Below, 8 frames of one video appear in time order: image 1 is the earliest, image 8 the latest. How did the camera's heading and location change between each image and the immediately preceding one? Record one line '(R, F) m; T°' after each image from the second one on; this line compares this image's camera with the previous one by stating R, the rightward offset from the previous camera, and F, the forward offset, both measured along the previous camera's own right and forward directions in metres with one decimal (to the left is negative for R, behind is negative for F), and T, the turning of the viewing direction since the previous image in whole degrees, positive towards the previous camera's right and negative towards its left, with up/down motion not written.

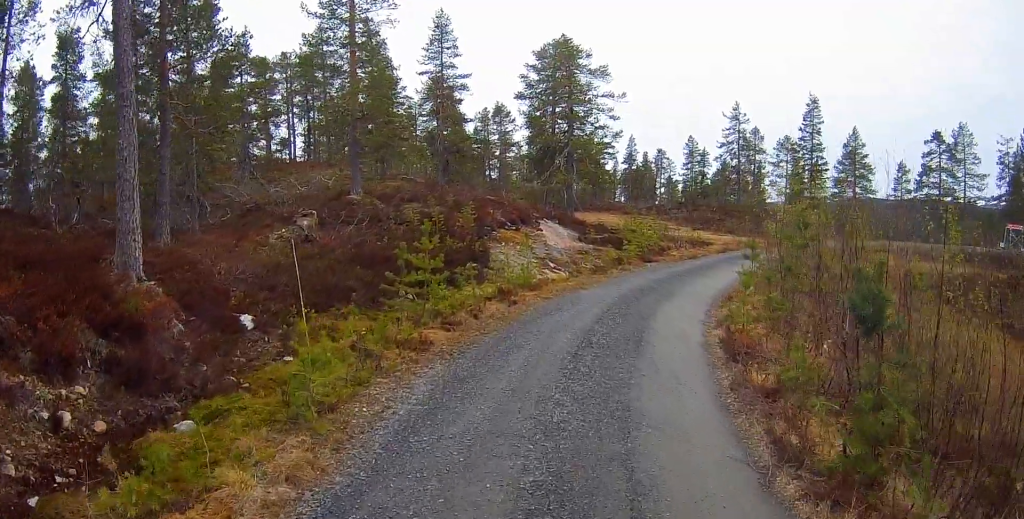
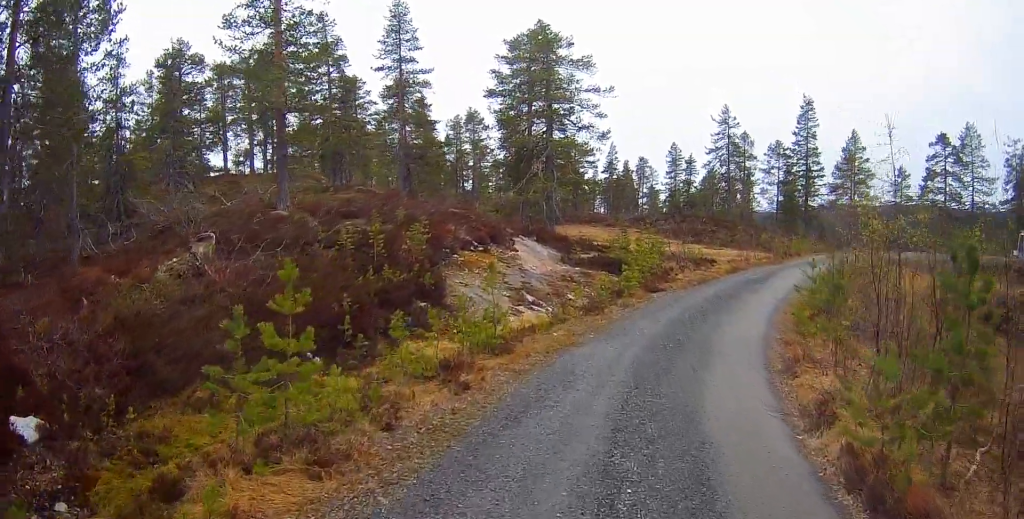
(+0.2, +4.6) m; +2°
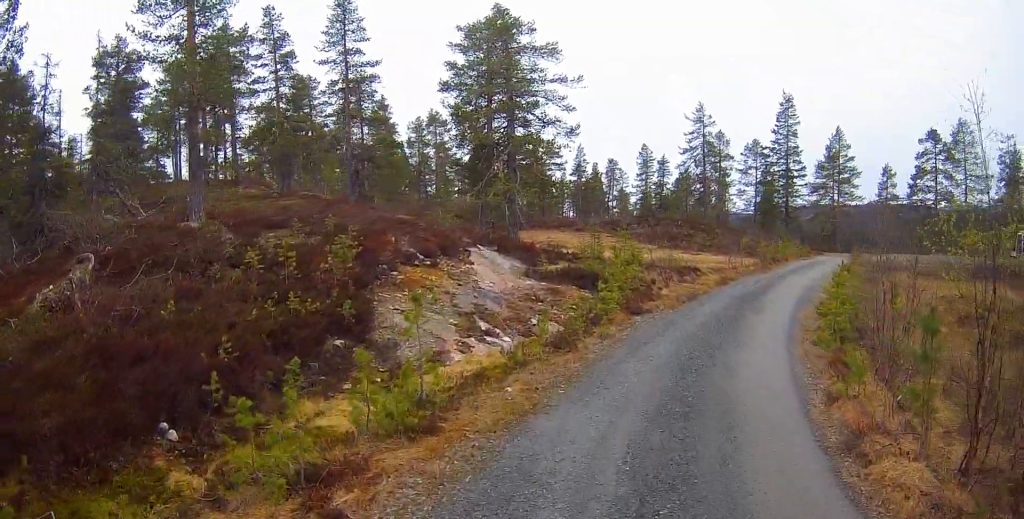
(-0.1, +2.9) m; +2°
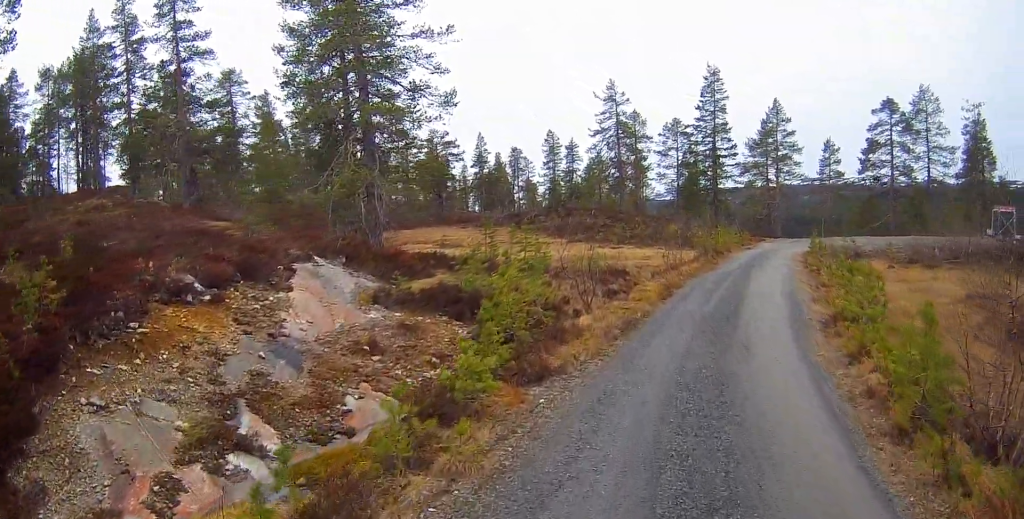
(+0.6, +5.8) m; +10°
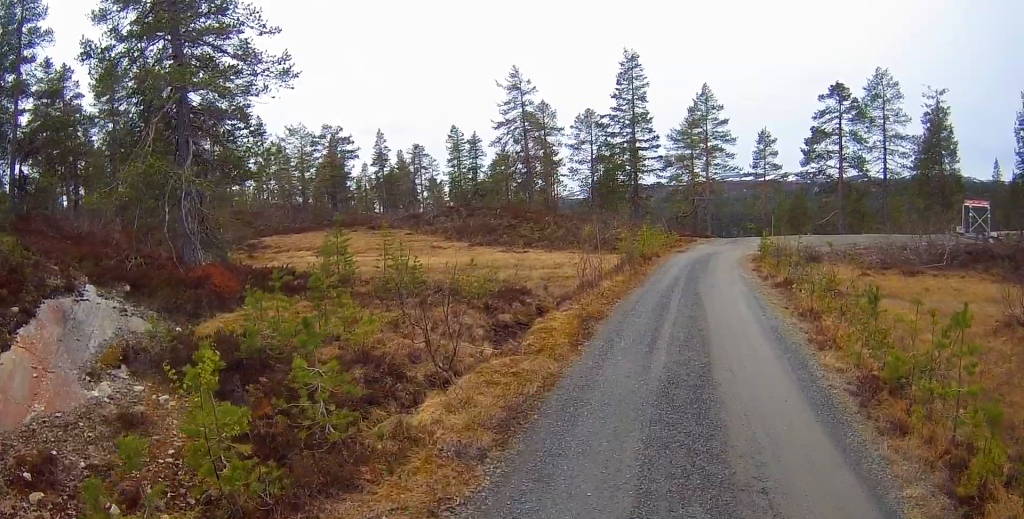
(+0.3, +4.9) m; +8°
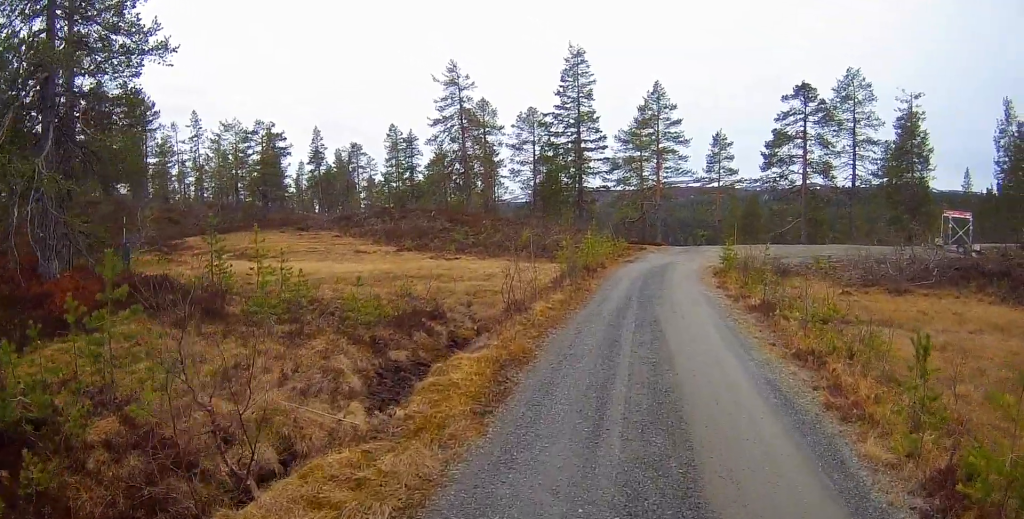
(+0.1, +3.0) m; +4°
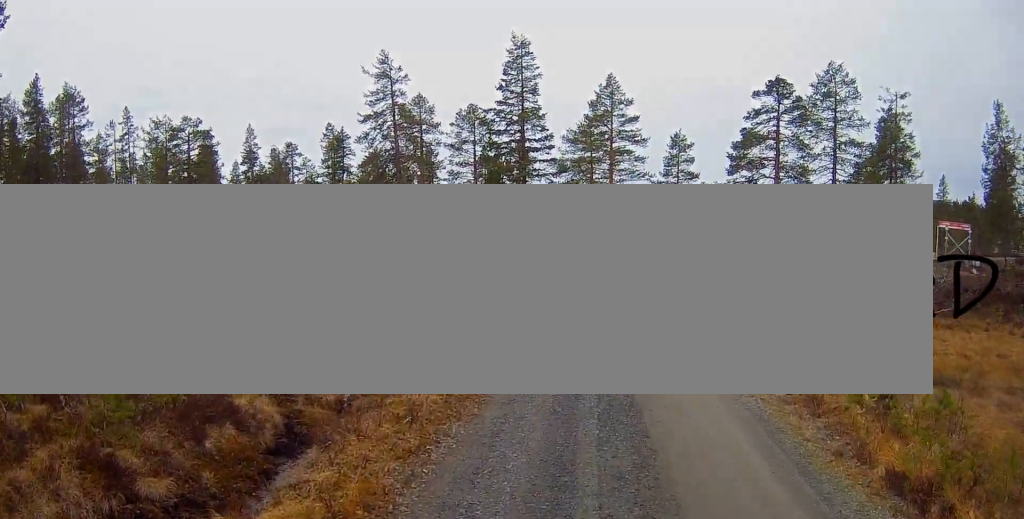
(+0.2, +4.9) m; +5°
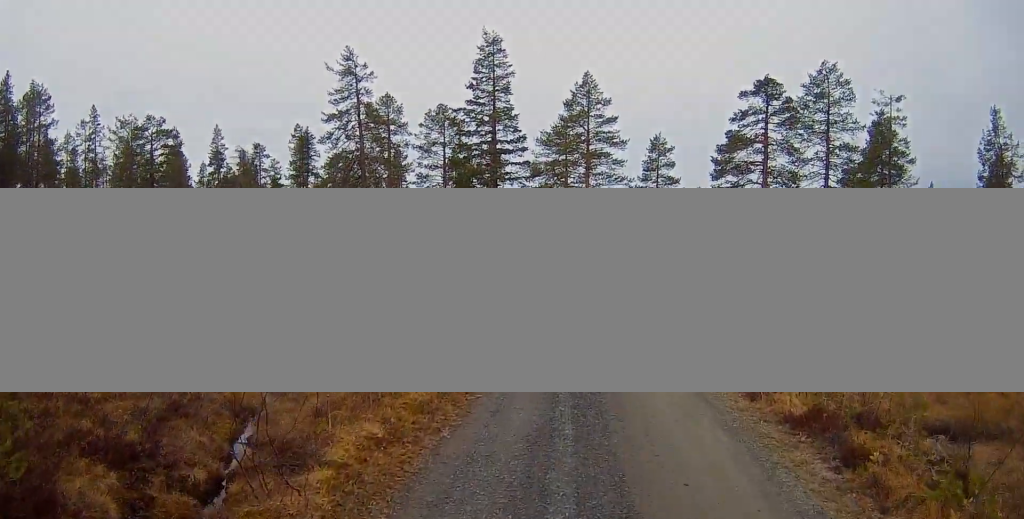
(-0.1, +2.7) m; +4°
